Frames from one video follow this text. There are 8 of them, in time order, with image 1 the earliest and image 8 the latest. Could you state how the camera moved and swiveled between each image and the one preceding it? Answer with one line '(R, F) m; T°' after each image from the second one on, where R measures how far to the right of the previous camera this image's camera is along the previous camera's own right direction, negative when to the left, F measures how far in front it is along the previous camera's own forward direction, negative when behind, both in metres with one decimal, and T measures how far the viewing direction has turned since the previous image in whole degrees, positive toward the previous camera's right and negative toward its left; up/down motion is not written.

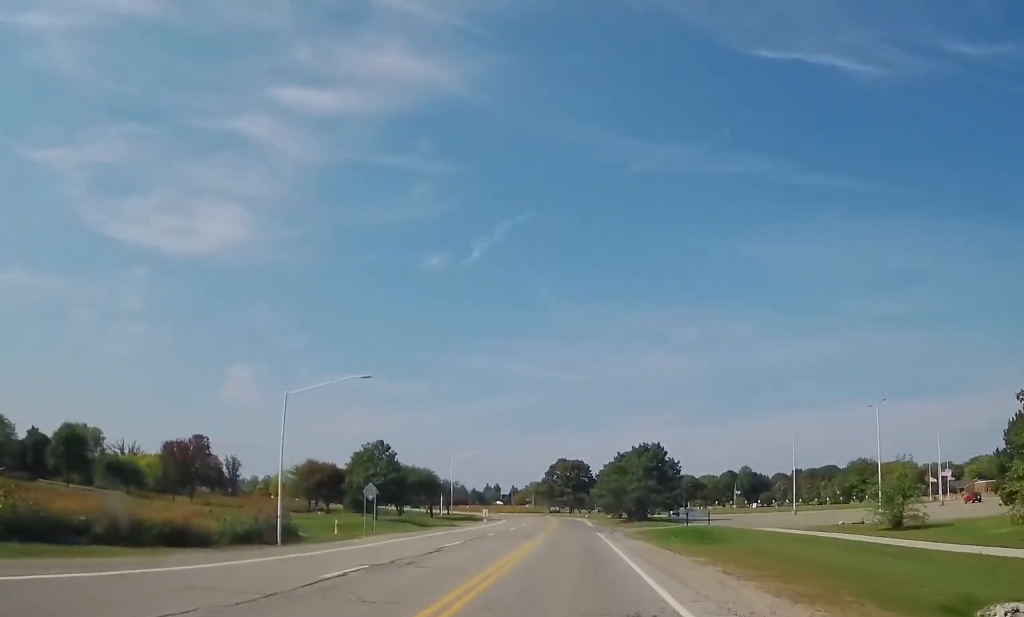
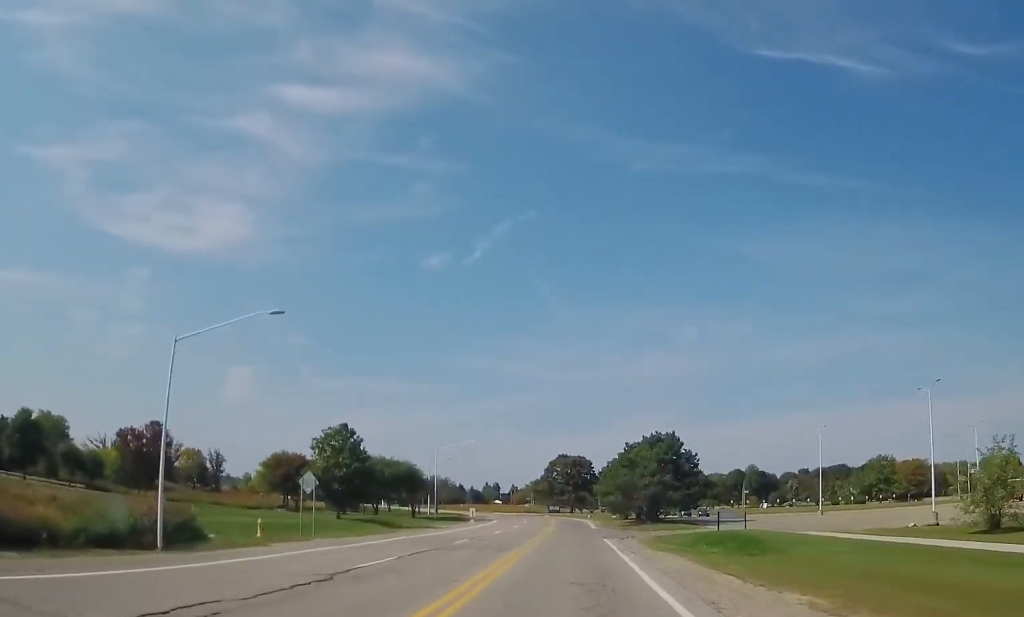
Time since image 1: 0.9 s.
(0.0, +12.9) m; 0°
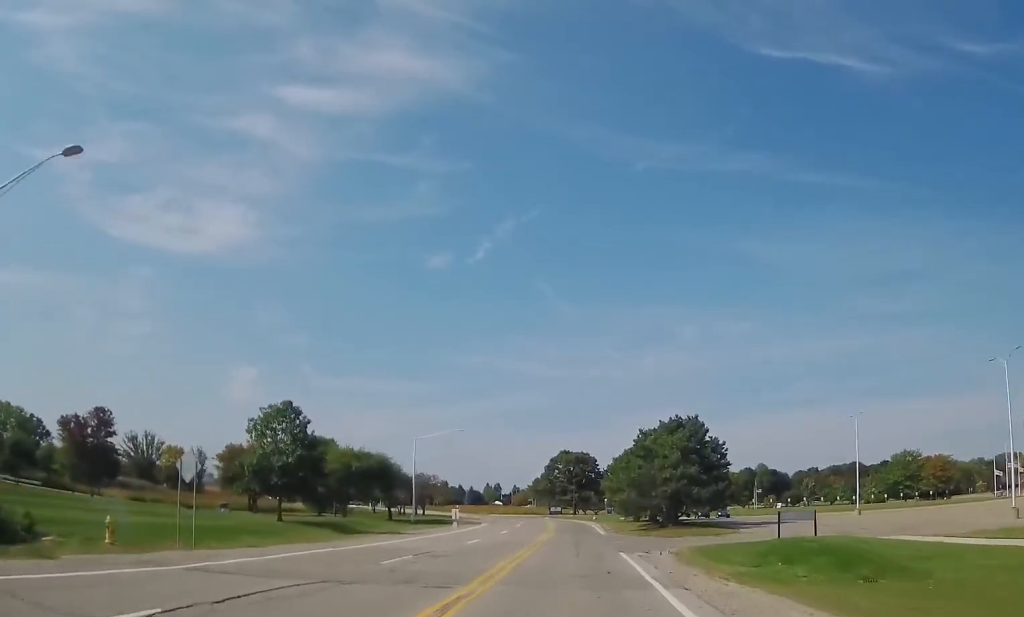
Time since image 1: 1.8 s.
(0.0, +13.7) m; 0°
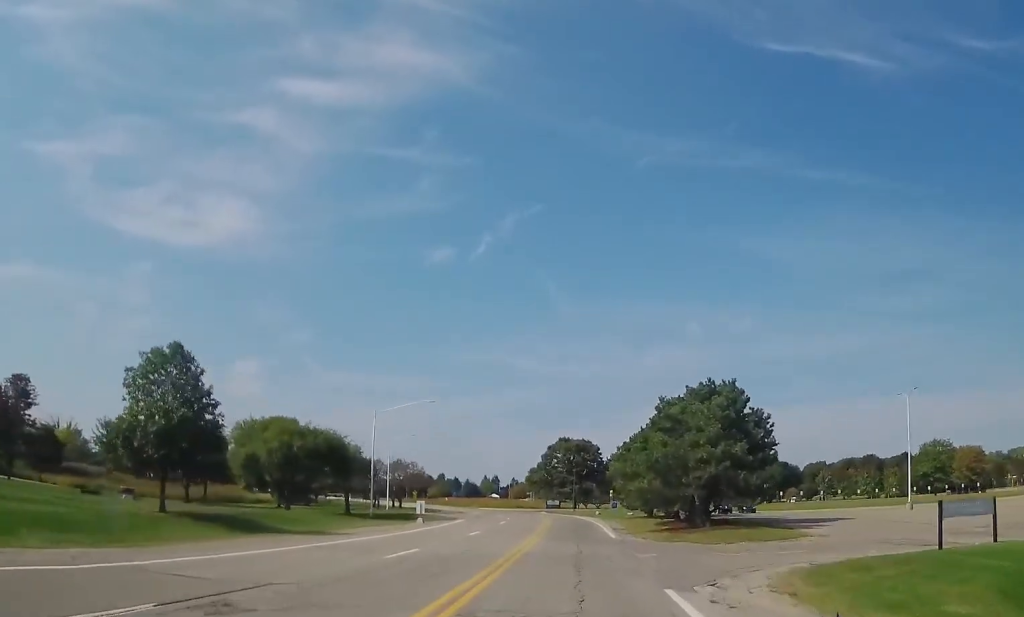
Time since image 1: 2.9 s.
(0.0, +15.6) m; -1°
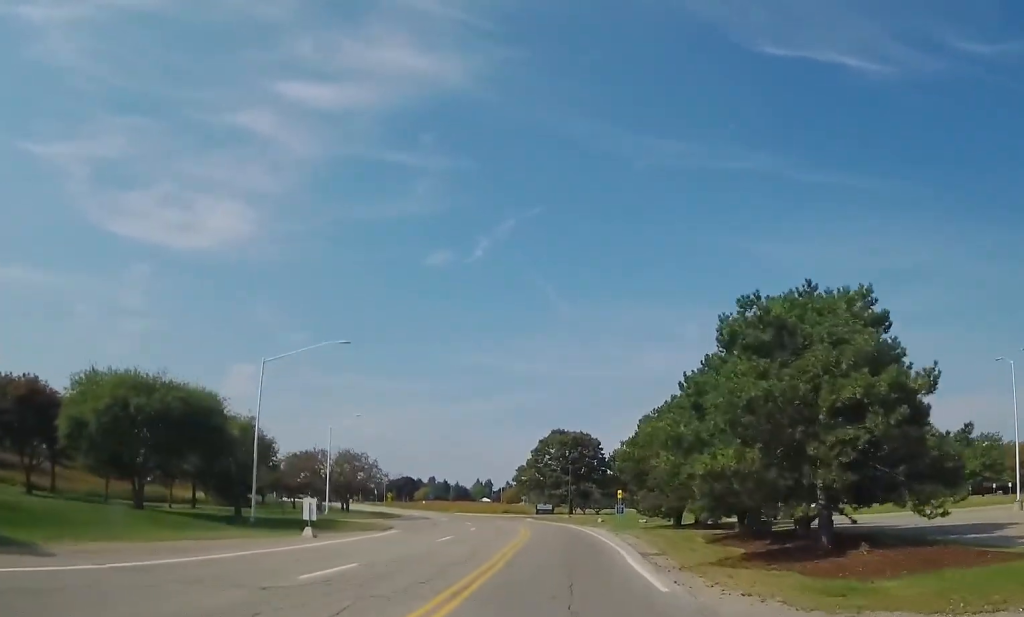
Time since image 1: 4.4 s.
(-0.7, +22.1) m; -1°
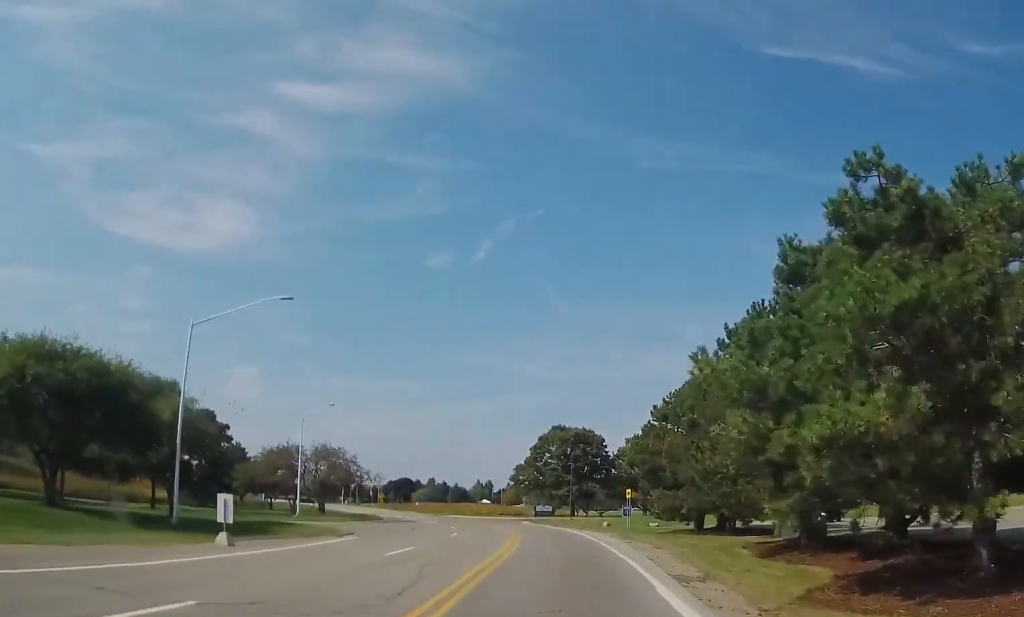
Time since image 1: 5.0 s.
(+0.3, +8.2) m; +1°
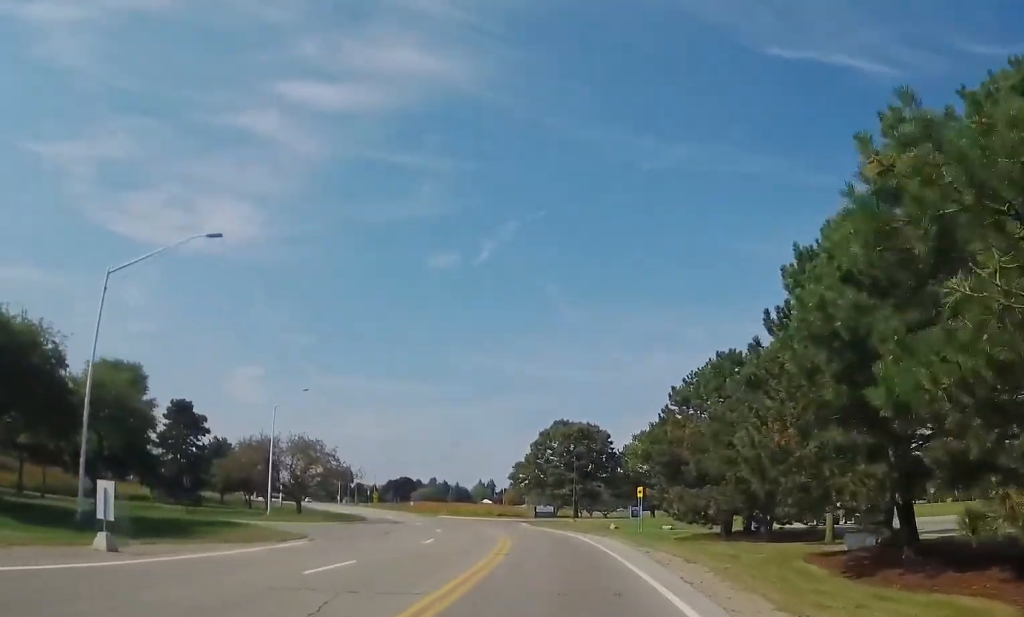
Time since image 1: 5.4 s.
(+0.1, +7.0) m; +1°
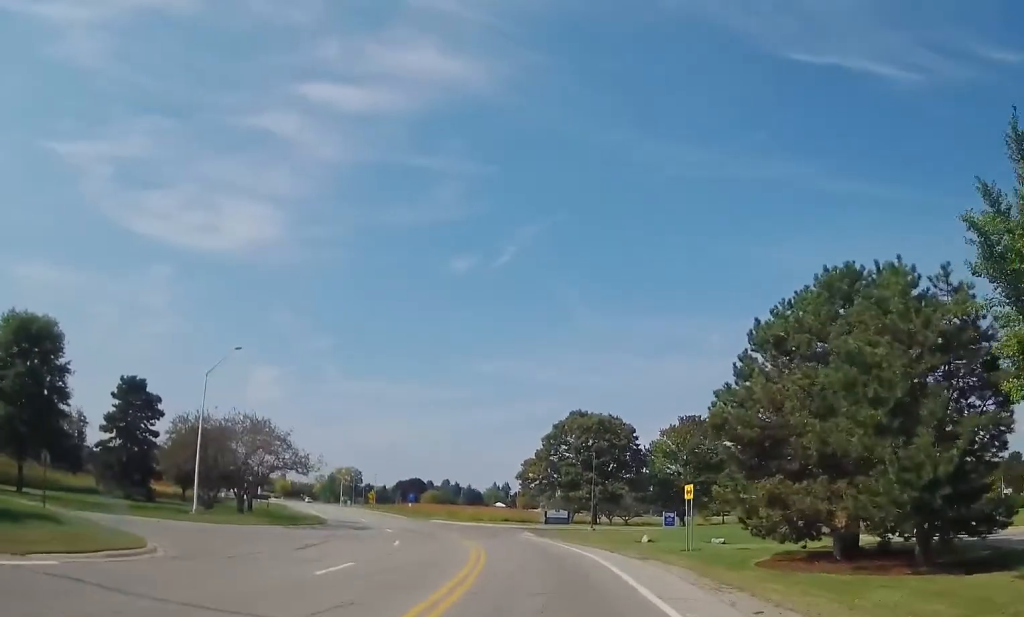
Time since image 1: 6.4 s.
(0.0, +14.1) m; -2°
